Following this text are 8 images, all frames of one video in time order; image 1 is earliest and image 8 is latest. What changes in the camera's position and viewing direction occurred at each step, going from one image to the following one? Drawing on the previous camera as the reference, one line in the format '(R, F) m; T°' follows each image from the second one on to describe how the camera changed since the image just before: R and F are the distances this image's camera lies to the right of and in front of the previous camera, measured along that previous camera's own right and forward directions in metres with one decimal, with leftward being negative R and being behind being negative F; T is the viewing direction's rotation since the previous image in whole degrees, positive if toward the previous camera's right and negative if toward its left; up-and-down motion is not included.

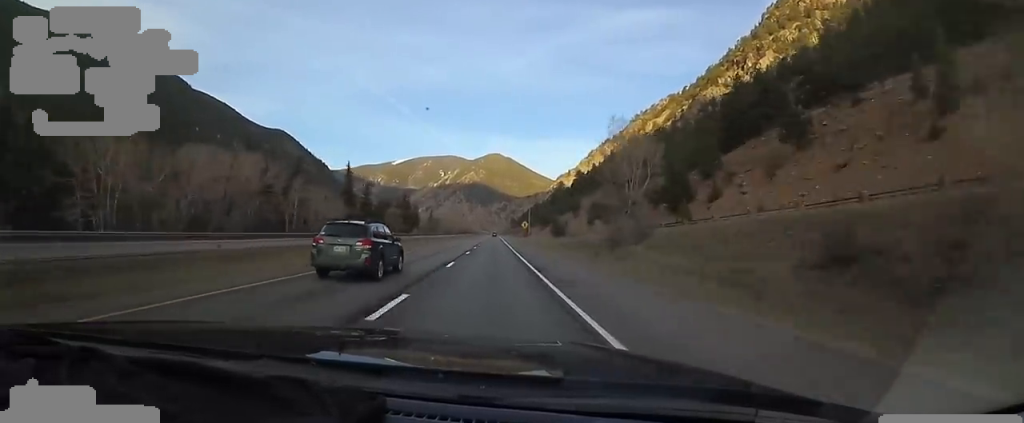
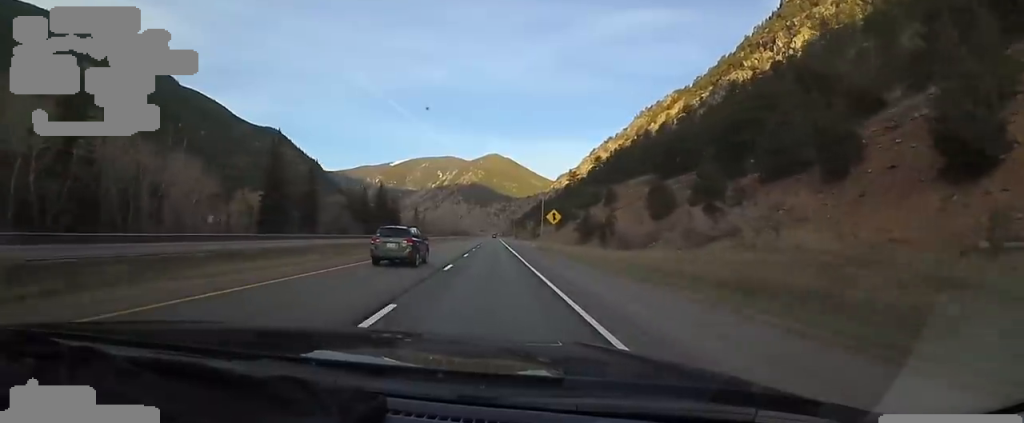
(-2.1, +50.0) m; -2°
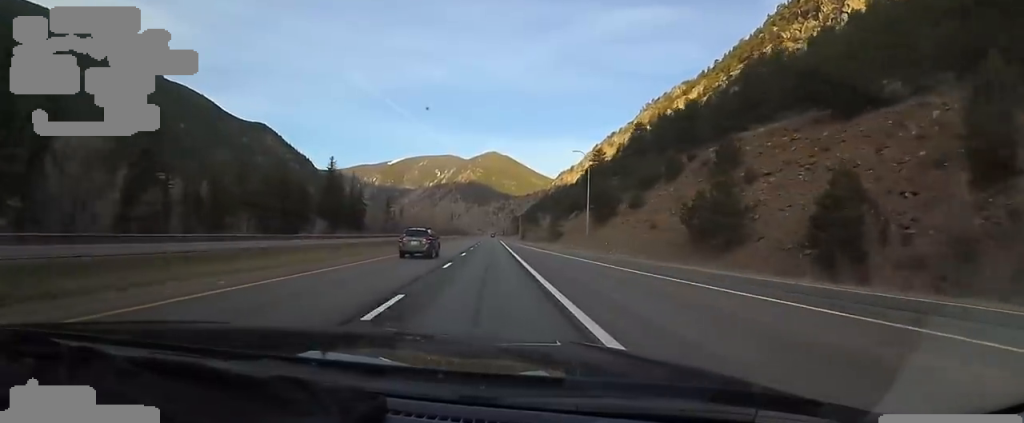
(+2.0, +59.2) m; +1°
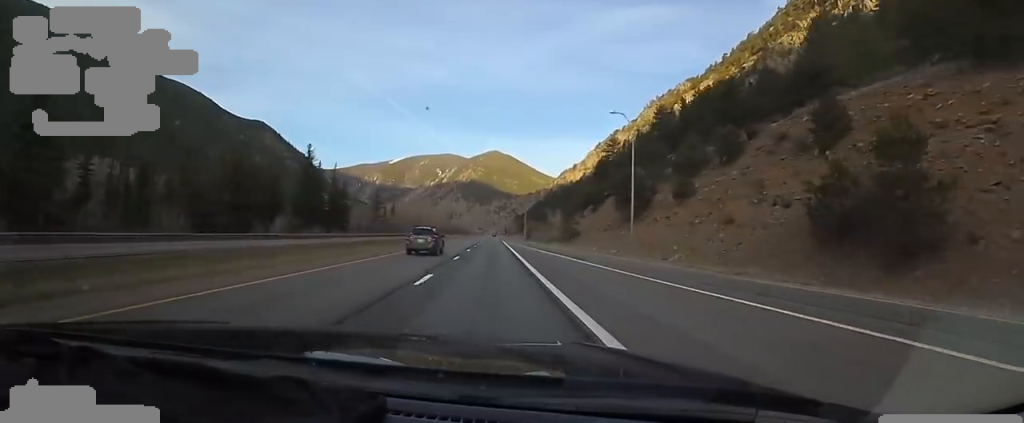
(-0.4, +18.8) m; -2°
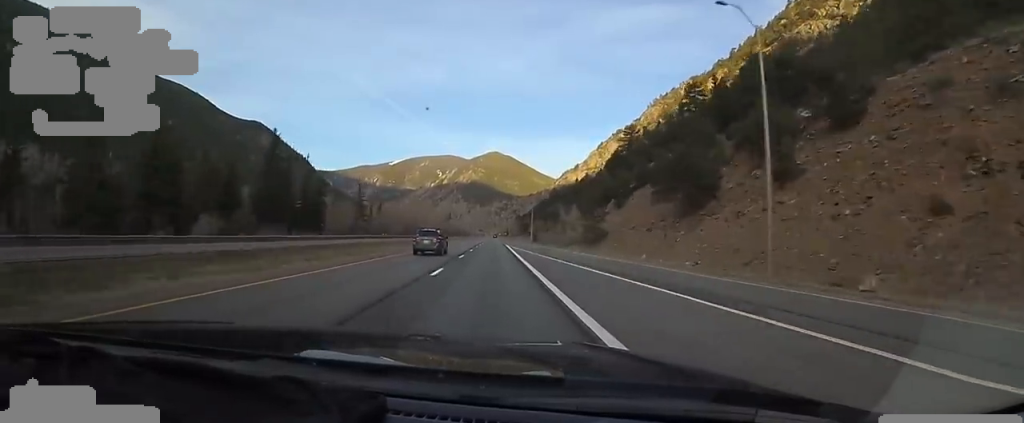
(-0.4, +20.9) m; +1°
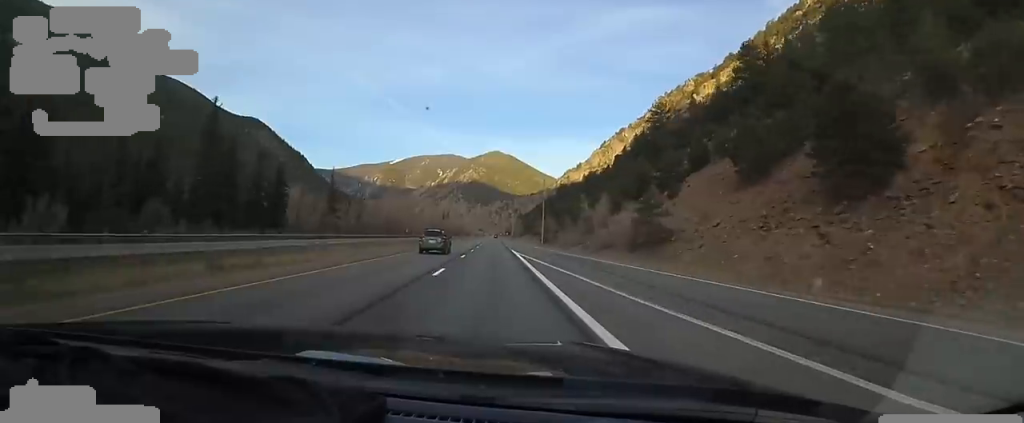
(+0.4, +24.0) m; +1°
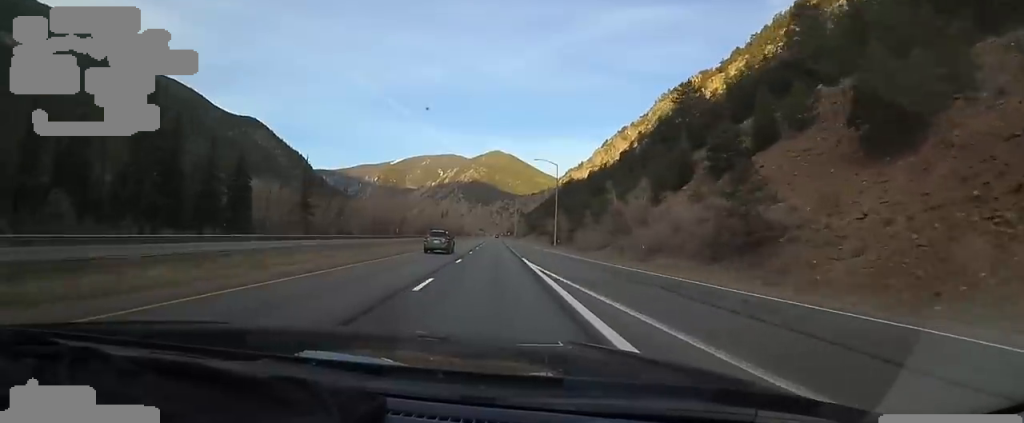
(+0.9, +16.7) m; +1°
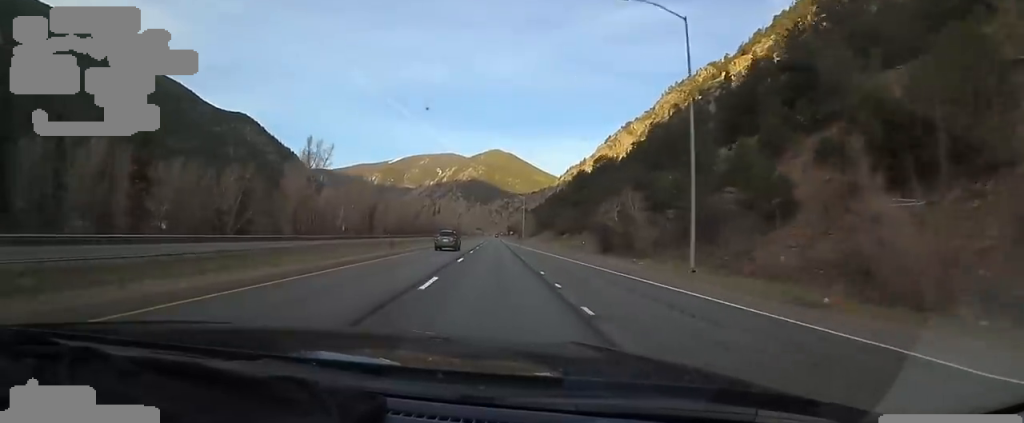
(-1.8, +48.3) m; -2°
